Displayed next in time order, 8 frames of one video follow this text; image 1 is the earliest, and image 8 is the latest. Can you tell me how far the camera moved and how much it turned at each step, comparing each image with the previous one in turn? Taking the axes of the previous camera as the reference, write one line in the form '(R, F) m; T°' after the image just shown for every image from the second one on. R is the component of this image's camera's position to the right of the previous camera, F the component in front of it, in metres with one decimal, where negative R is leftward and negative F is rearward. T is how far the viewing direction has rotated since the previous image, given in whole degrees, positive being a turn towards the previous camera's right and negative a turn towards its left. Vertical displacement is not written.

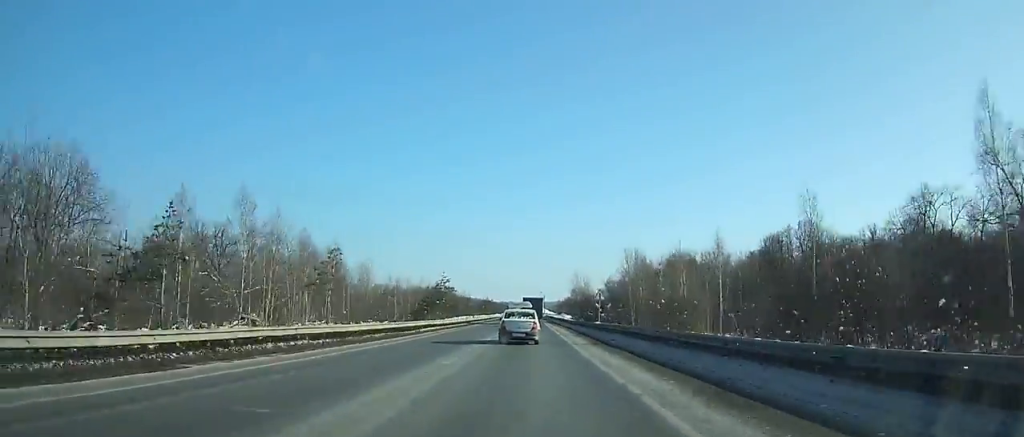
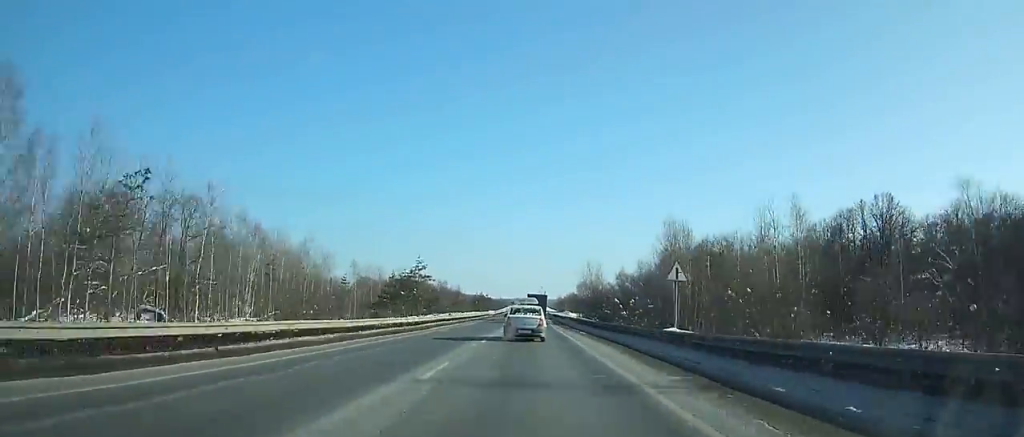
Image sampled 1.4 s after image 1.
(0.0, +29.1) m; 0°
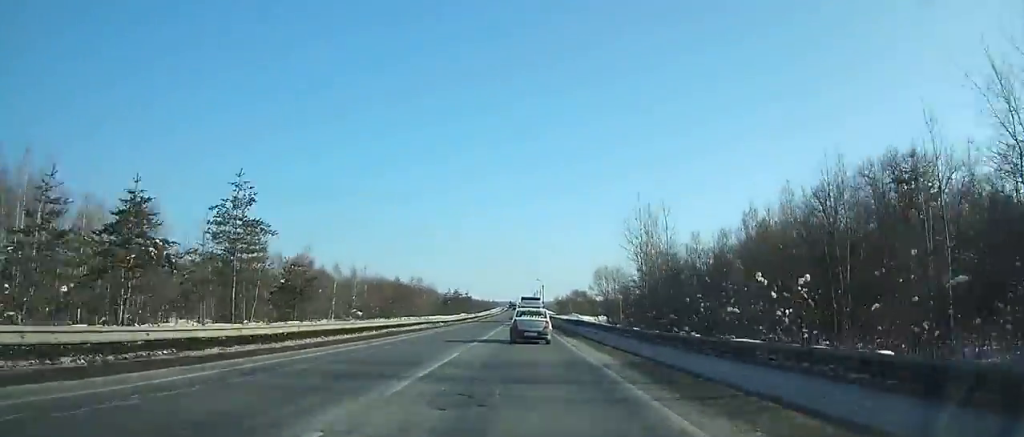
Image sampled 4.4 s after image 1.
(+0.1, +61.7) m; 0°
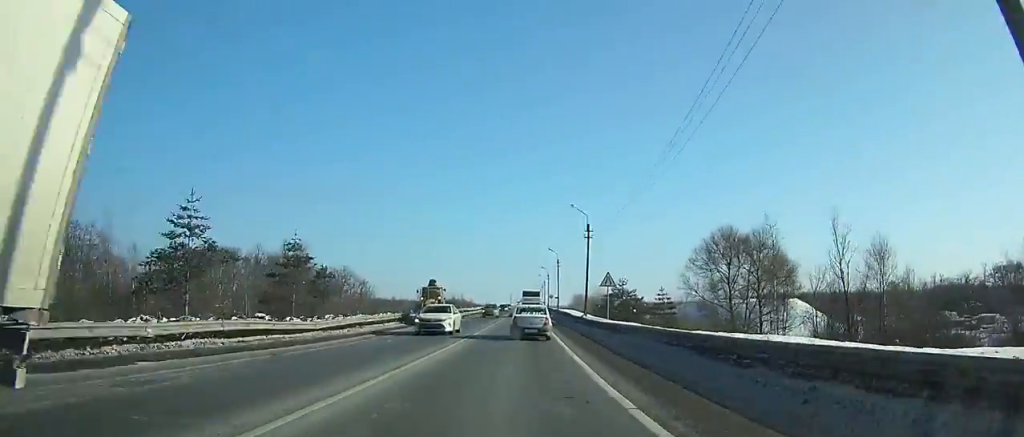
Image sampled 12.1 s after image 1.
(-0.6, +157.4) m; 0°
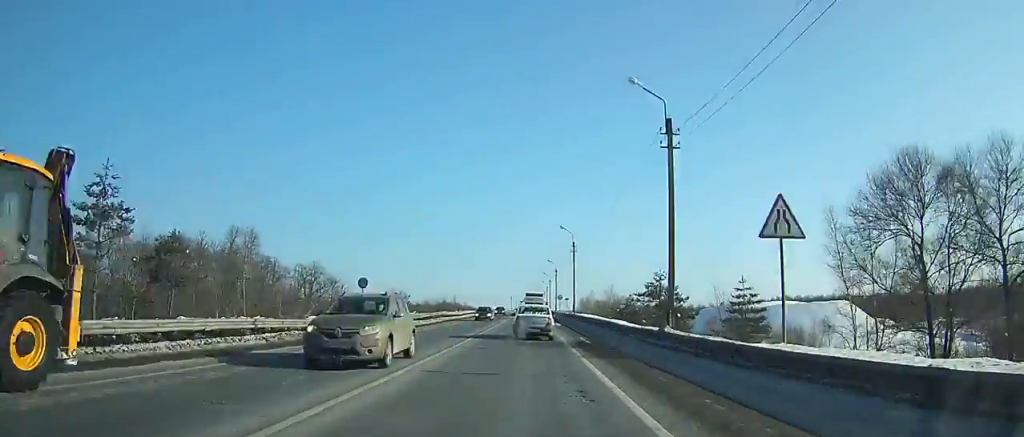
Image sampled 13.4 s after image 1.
(0.0, +26.8) m; 0°
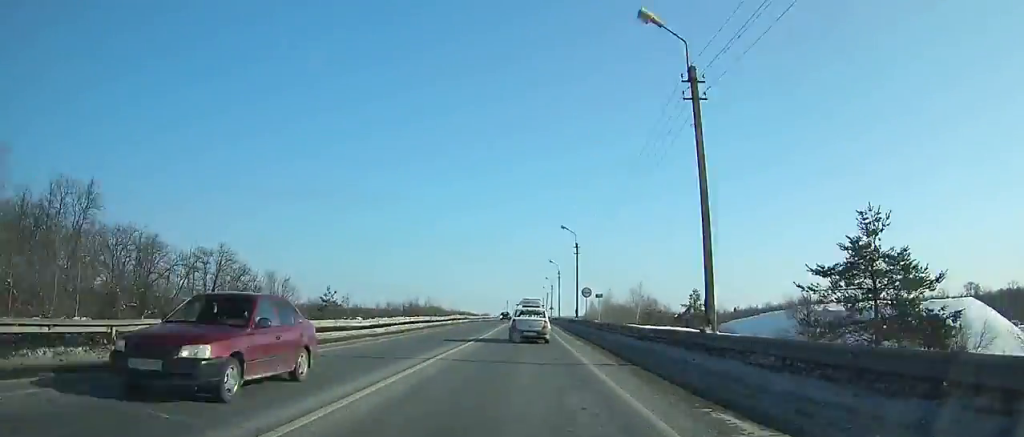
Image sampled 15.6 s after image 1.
(0.0, +45.4) m; 0°
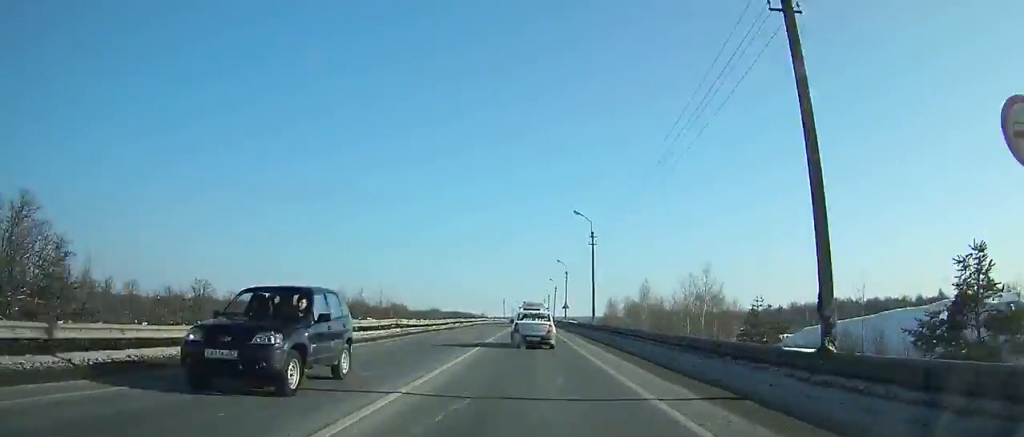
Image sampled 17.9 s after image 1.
(+0.1, +47.4) m; 0°
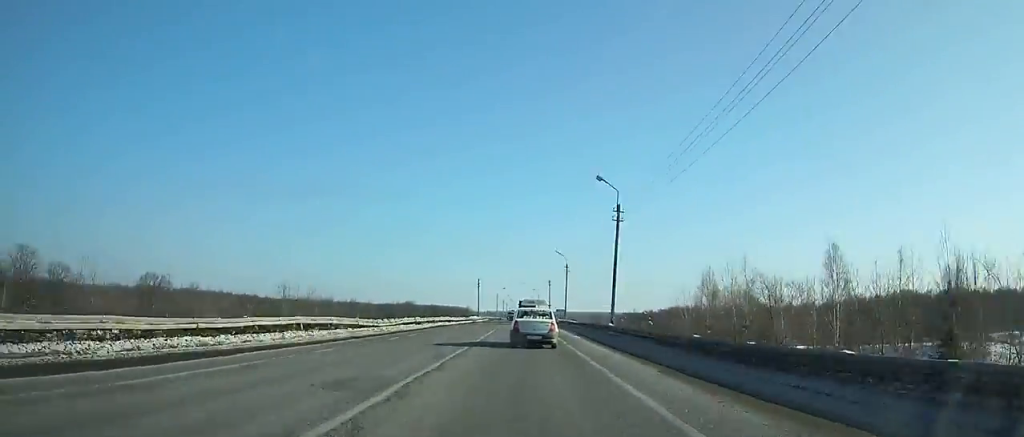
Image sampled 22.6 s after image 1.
(+0.1, +95.8) m; 0°
